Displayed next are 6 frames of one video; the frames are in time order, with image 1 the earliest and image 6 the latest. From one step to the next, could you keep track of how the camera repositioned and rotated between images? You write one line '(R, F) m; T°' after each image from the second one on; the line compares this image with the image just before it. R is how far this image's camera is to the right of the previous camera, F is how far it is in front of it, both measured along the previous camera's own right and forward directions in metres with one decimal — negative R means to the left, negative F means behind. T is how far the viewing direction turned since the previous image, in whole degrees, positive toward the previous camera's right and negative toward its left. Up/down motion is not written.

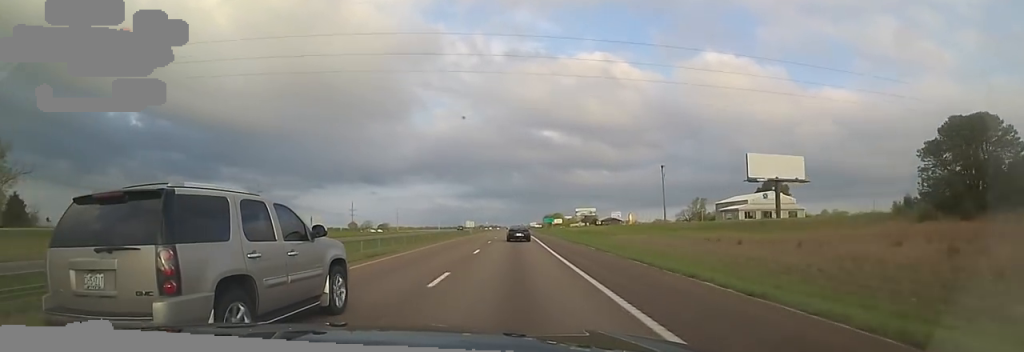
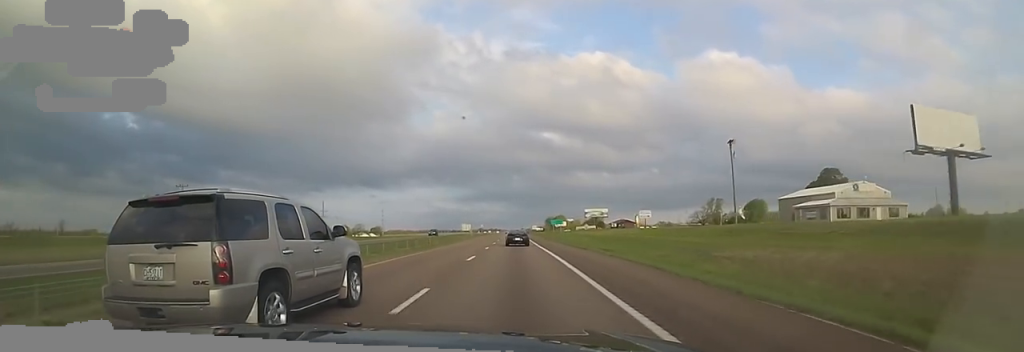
(+0.7, +27.5) m; +1°
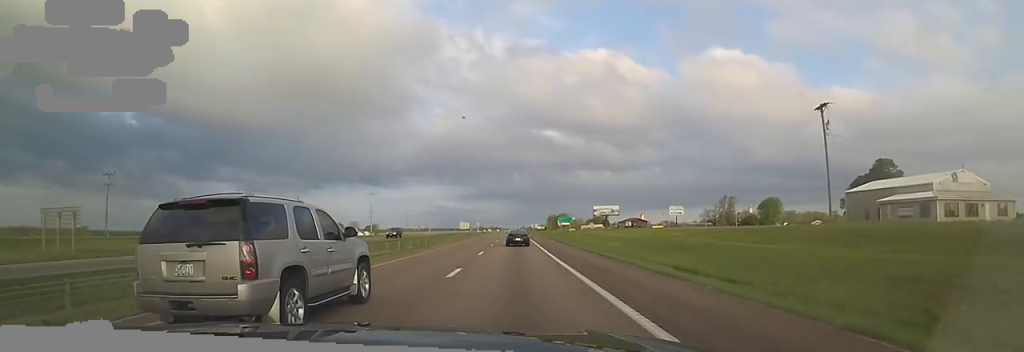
(+0.6, +18.3) m; 0°
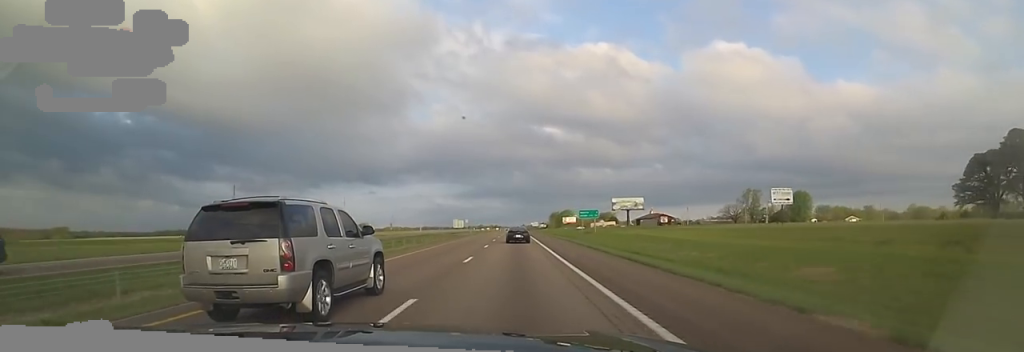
(-1.3, +32.0) m; -2°
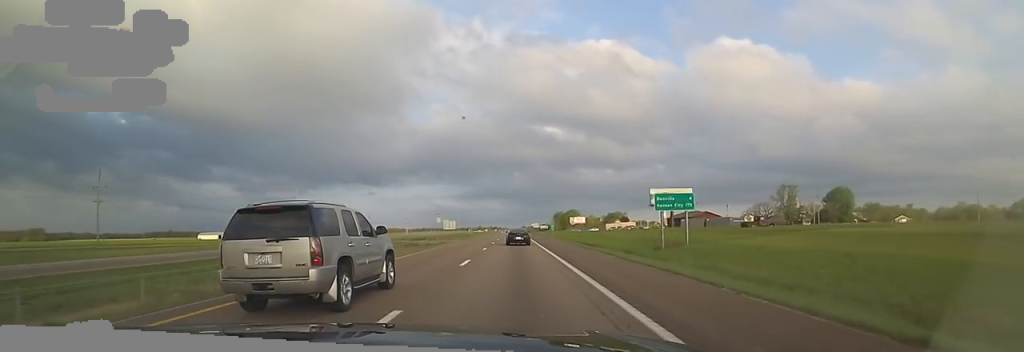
(0.0, +38.0) m; 0°
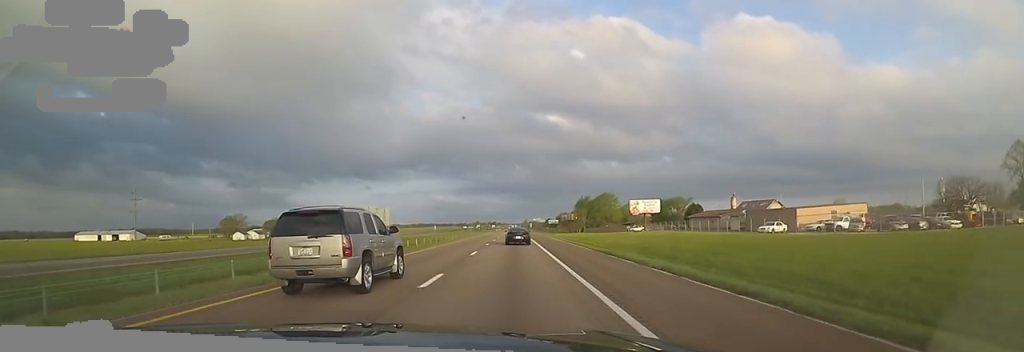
(+5.3, +129.5) m; +2°
